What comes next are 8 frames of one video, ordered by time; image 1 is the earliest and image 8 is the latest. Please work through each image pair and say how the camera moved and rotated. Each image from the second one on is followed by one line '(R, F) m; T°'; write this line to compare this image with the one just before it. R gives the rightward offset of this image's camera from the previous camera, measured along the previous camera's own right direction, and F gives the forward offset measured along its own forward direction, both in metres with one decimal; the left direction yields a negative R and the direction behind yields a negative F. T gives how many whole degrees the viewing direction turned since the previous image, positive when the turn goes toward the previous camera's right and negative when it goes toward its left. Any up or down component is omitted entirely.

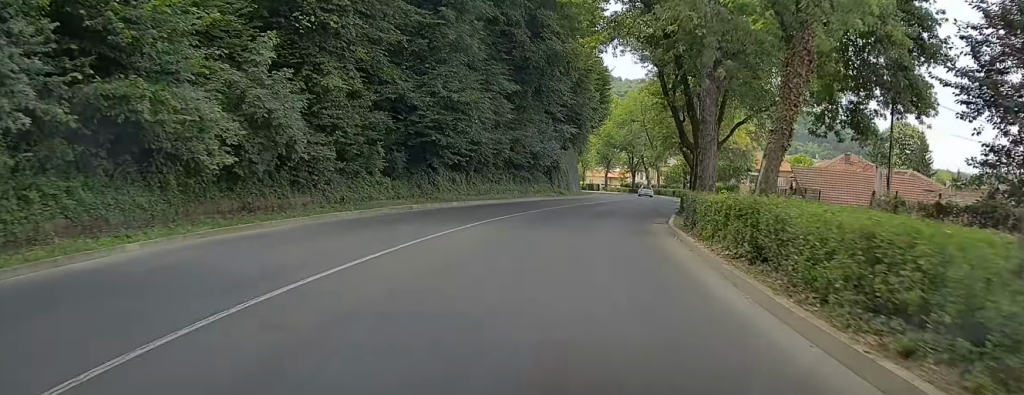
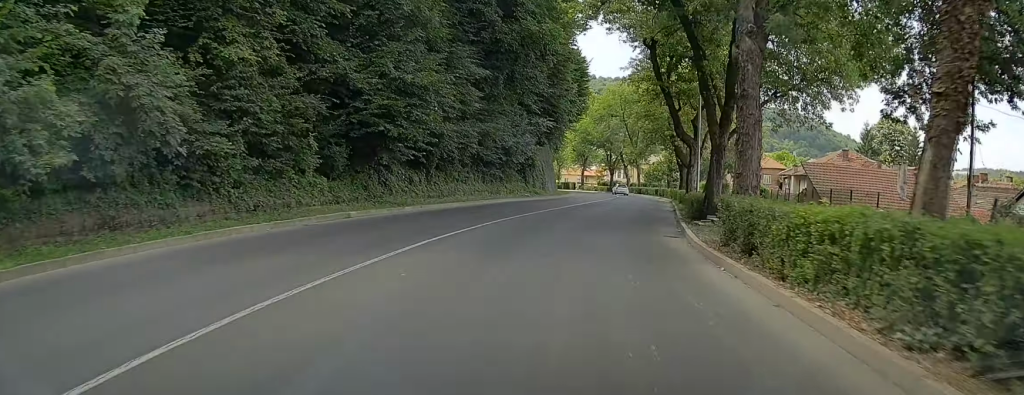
(+0.1, +6.1) m; +2°
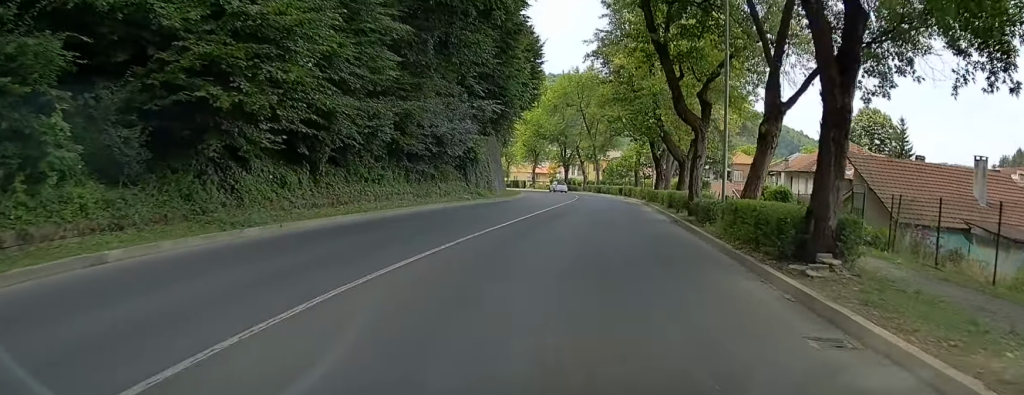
(+0.4, +11.6) m; +4°
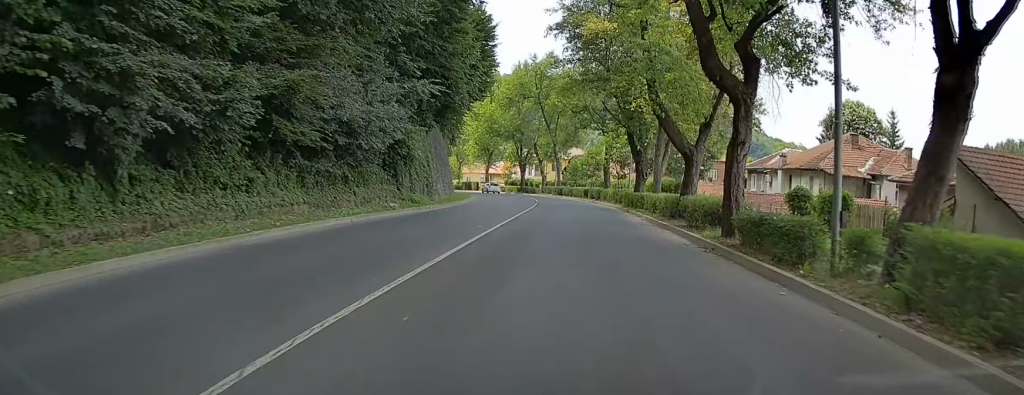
(+0.3, +10.1) m; +2°
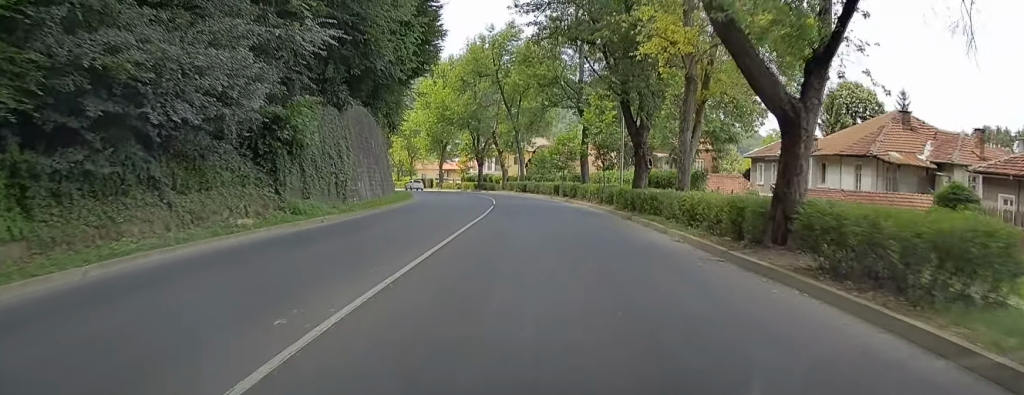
(+0.1, +12.6) m; +2°
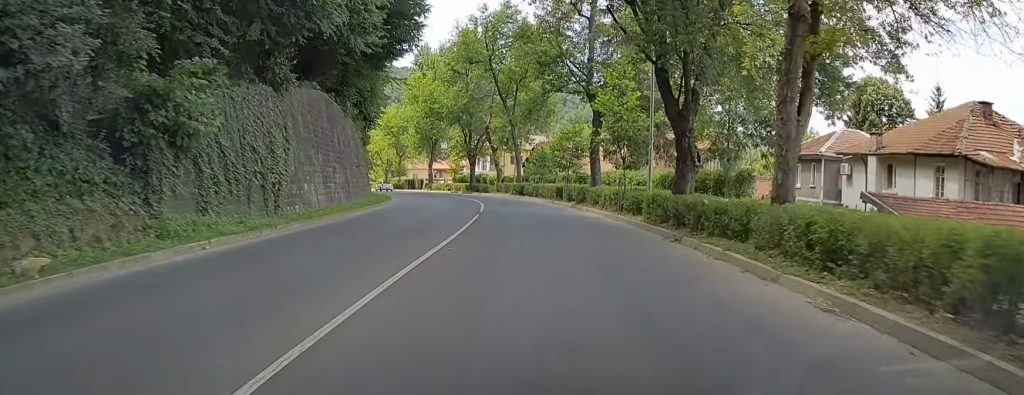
(+0.1, +8.3) m; 0°
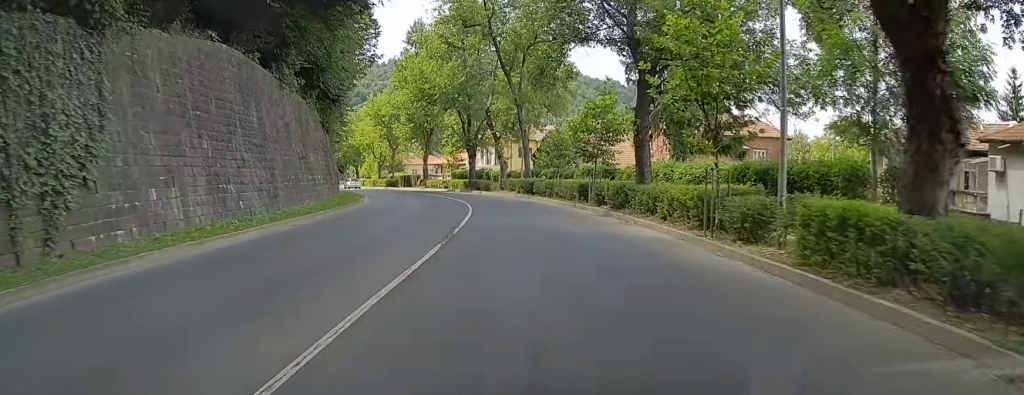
(0.0, +12.0) m; 0°
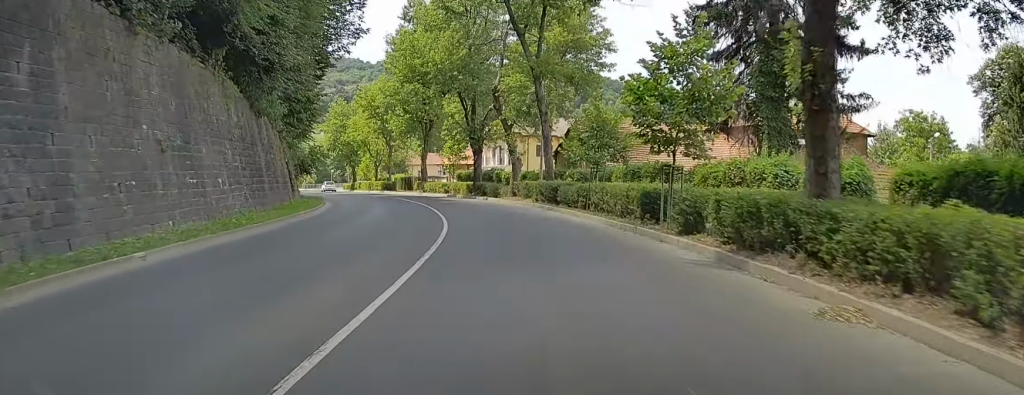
(-0.1, +13.3) m; -1°
